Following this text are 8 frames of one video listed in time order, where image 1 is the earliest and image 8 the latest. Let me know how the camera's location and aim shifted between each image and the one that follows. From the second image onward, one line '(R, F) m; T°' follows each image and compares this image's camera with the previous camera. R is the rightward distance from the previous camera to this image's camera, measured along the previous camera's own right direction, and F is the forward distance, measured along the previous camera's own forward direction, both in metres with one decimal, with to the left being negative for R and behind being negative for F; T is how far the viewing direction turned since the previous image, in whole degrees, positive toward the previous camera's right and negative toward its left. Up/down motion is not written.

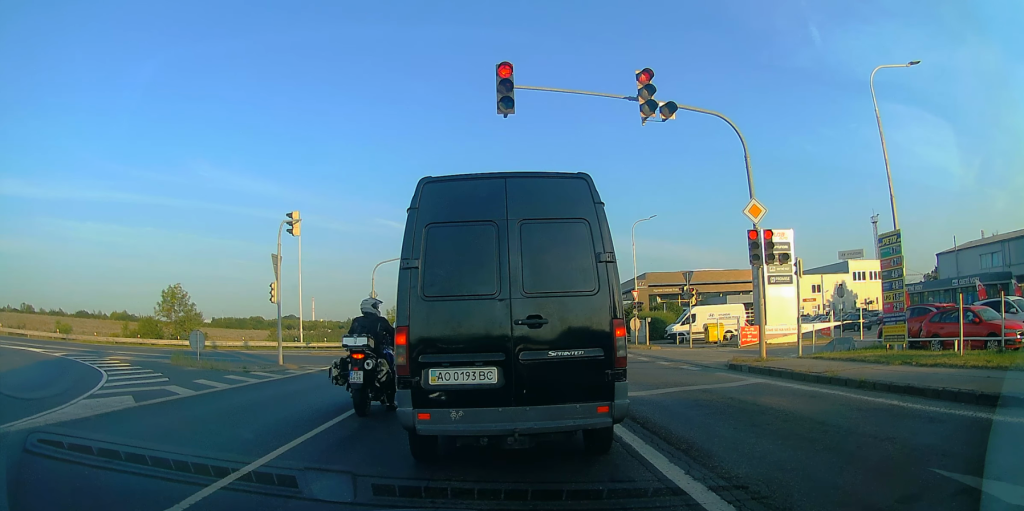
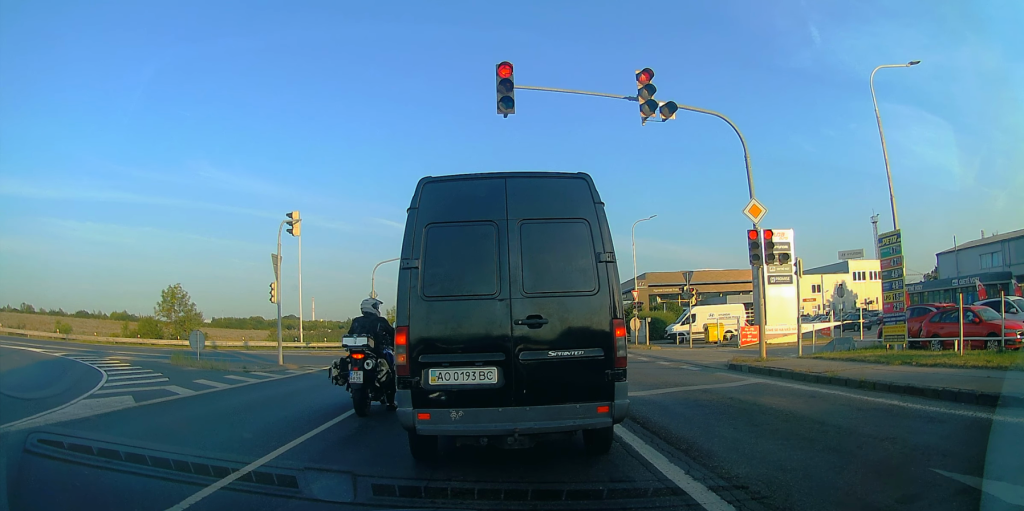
(0.0, 0.0) m; 0°
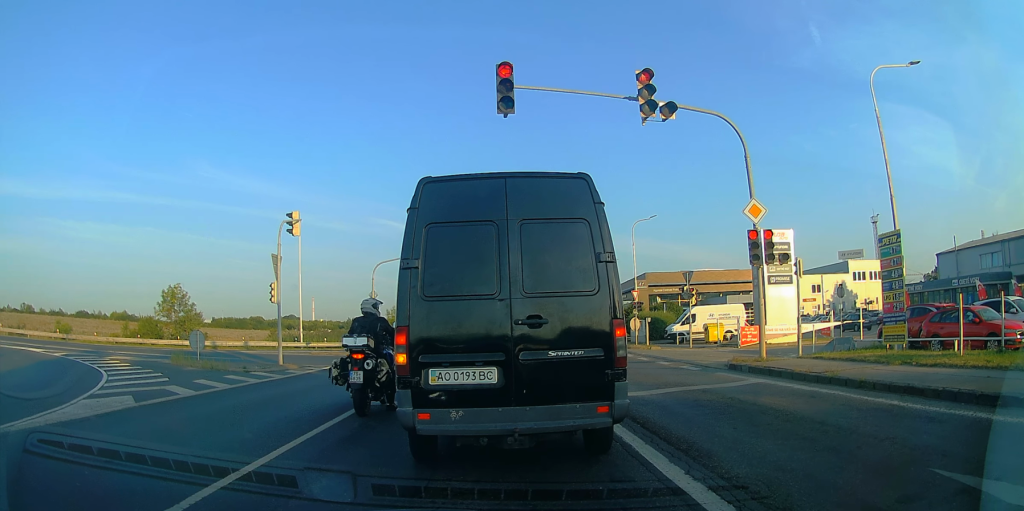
(0.0, 0.0) m; 0°
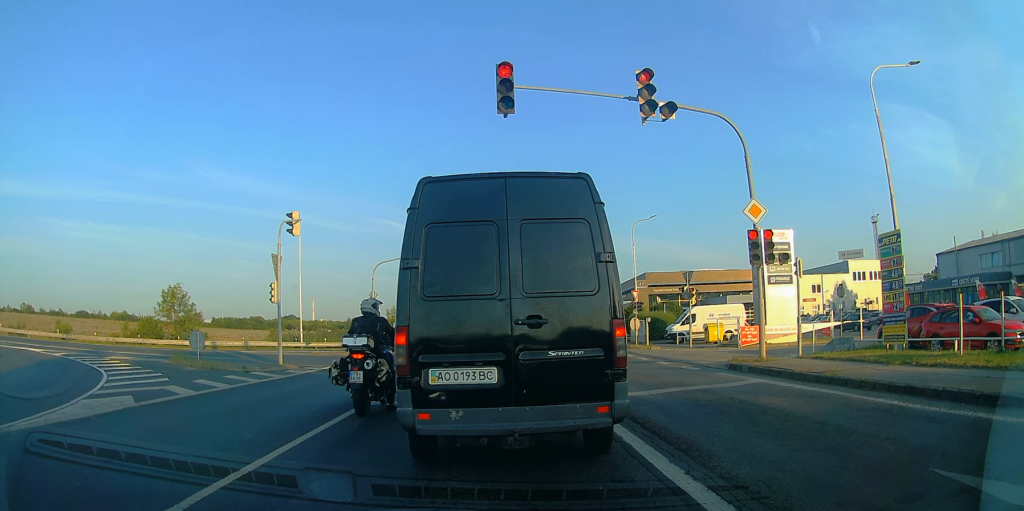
(0.0, 0.0) m; 0°
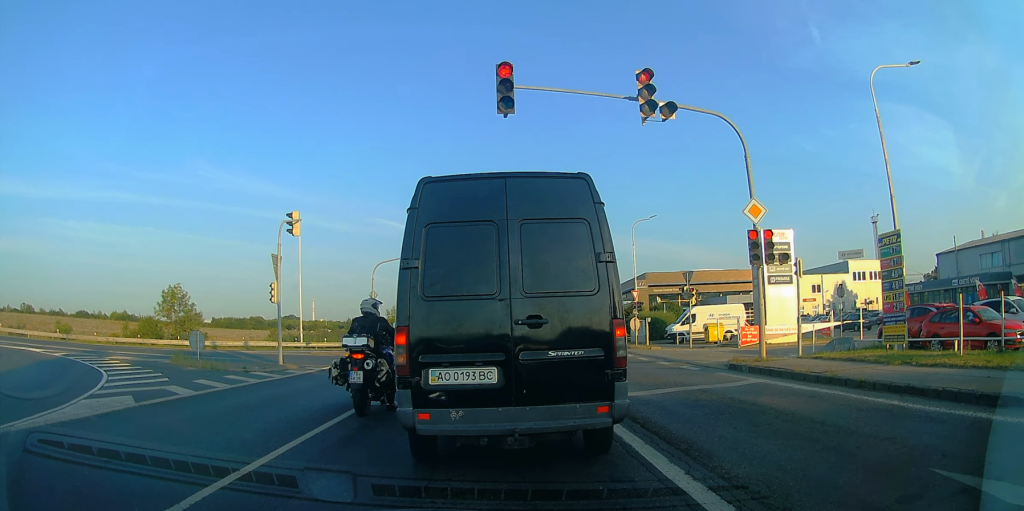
(0.0, 0.0) m; 0°
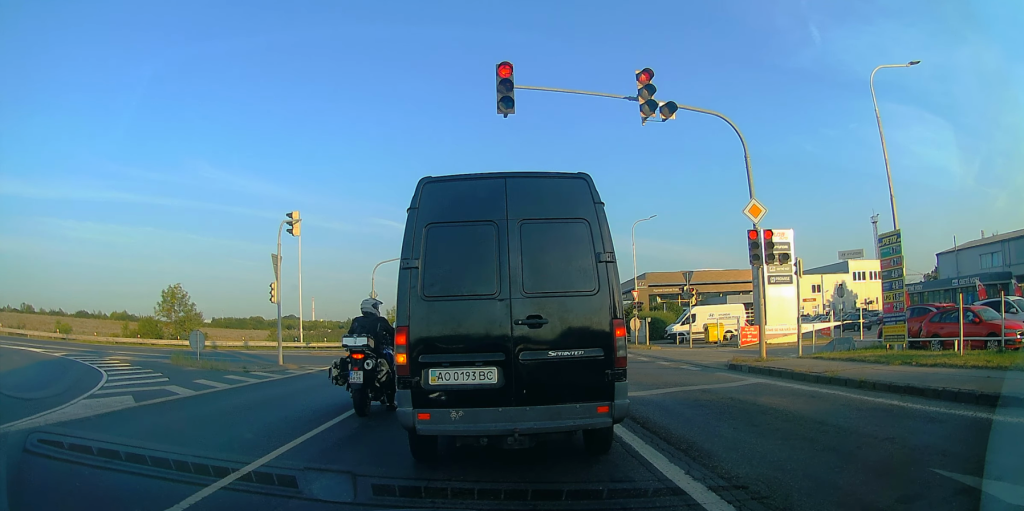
(0.0, 0.0) m; 0°
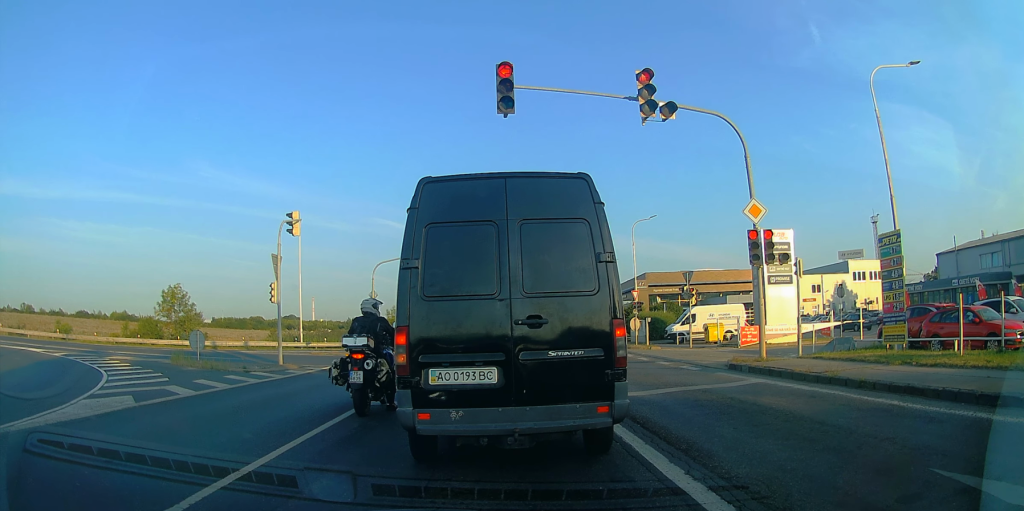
(0.0, 0.0) m; 0°
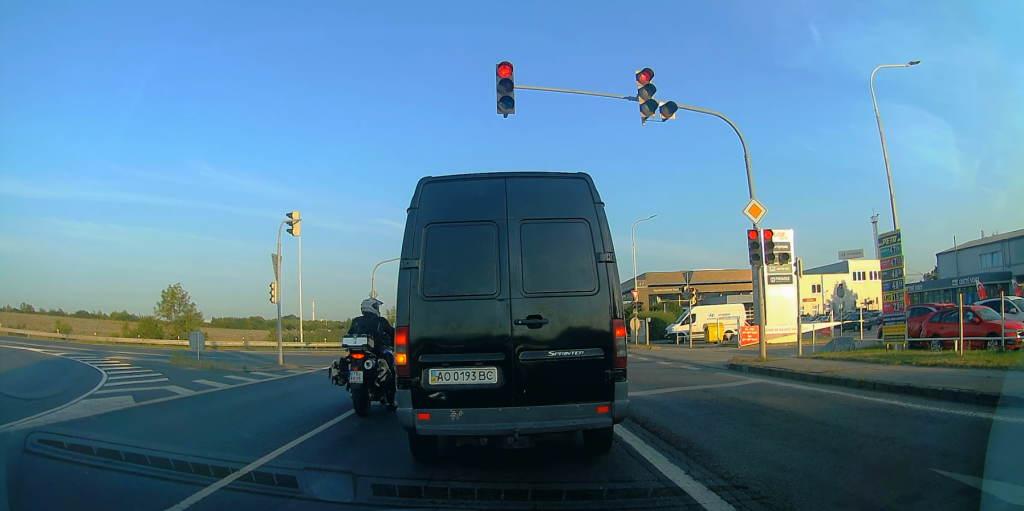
(0.0, 0.0) m; 0°
